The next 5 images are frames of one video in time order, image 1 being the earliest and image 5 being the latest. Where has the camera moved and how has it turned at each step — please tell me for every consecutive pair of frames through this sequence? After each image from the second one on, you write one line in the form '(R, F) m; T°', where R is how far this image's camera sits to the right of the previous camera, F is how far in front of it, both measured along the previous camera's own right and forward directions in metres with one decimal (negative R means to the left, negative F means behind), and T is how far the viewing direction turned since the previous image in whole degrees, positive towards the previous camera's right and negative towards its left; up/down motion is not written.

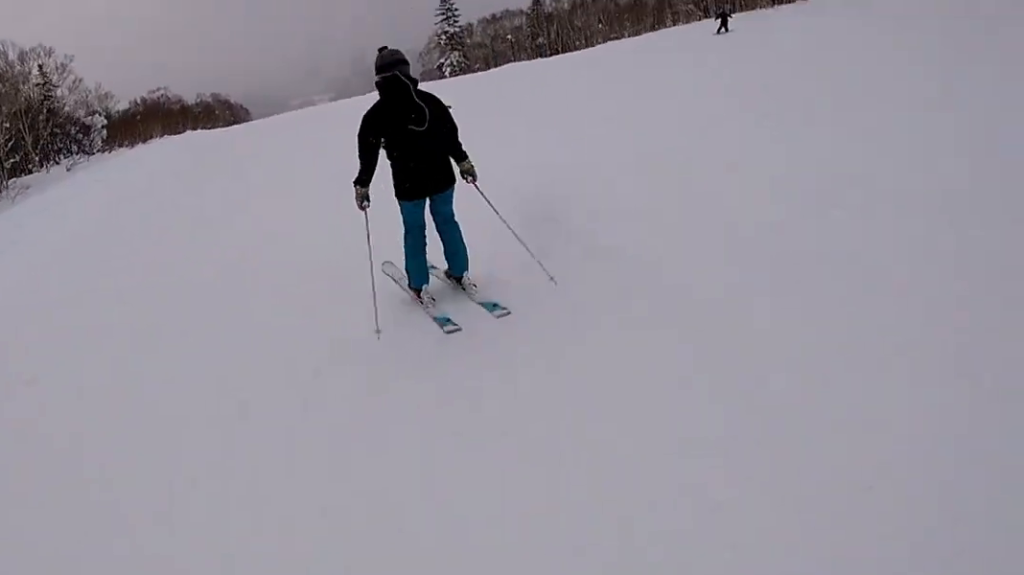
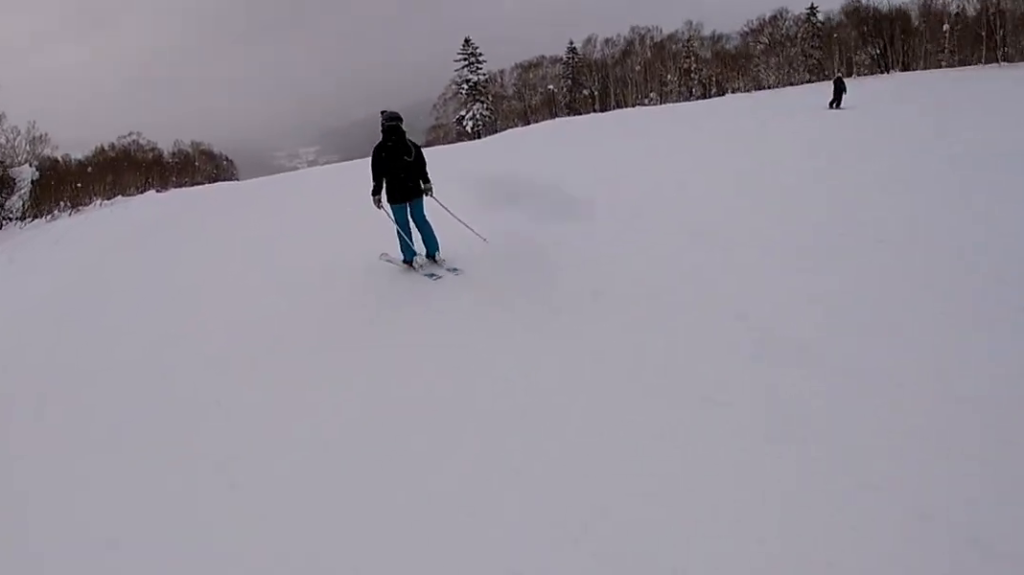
(+0.5, +20.5) m; 0°
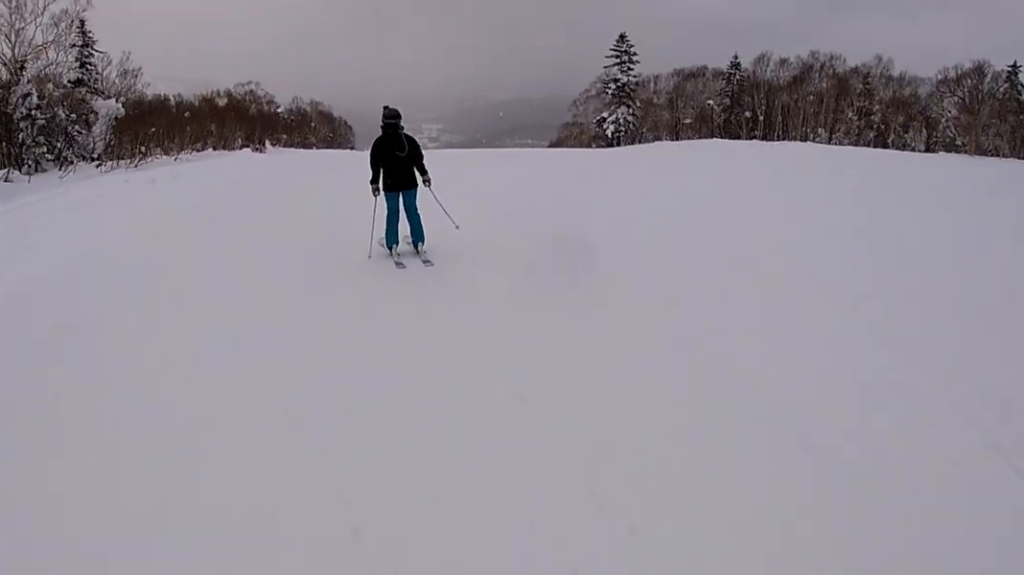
(-0.2, +7.9) m; -5°
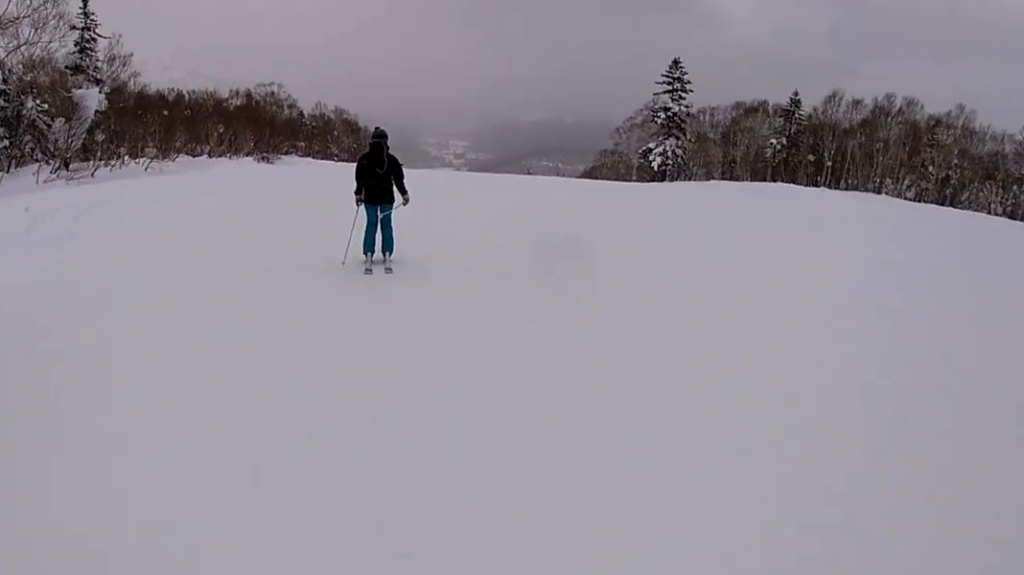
(-0.5, +7.9) m; -3°
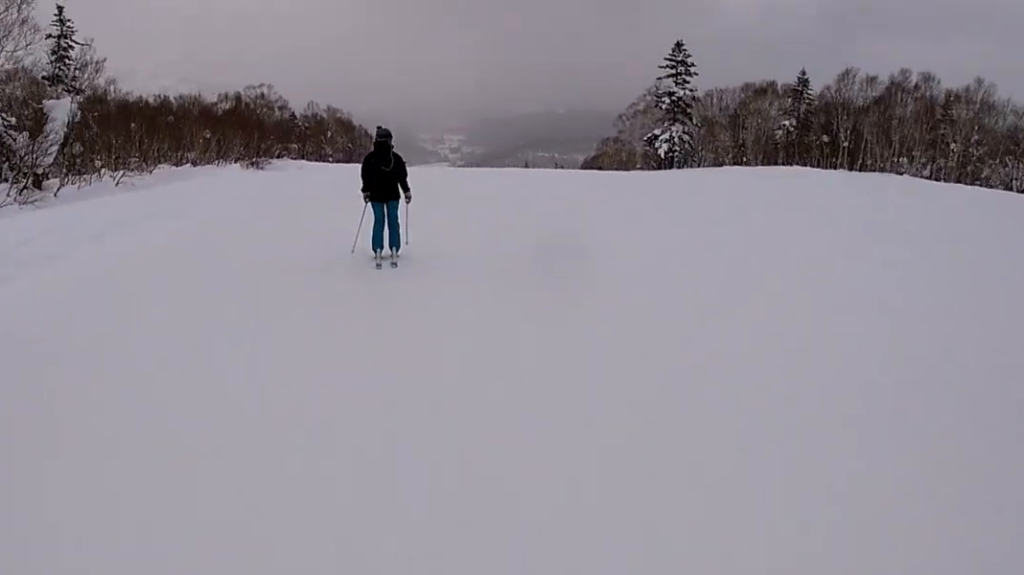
(-0.1, +3.1) m; 0°
